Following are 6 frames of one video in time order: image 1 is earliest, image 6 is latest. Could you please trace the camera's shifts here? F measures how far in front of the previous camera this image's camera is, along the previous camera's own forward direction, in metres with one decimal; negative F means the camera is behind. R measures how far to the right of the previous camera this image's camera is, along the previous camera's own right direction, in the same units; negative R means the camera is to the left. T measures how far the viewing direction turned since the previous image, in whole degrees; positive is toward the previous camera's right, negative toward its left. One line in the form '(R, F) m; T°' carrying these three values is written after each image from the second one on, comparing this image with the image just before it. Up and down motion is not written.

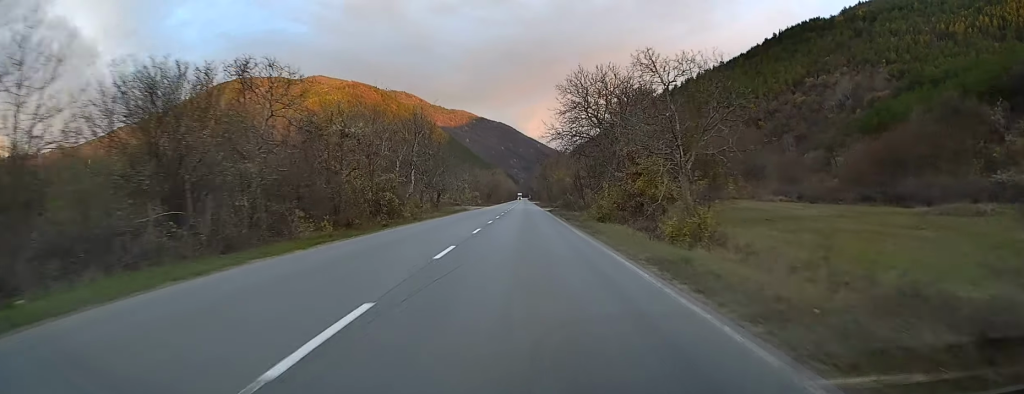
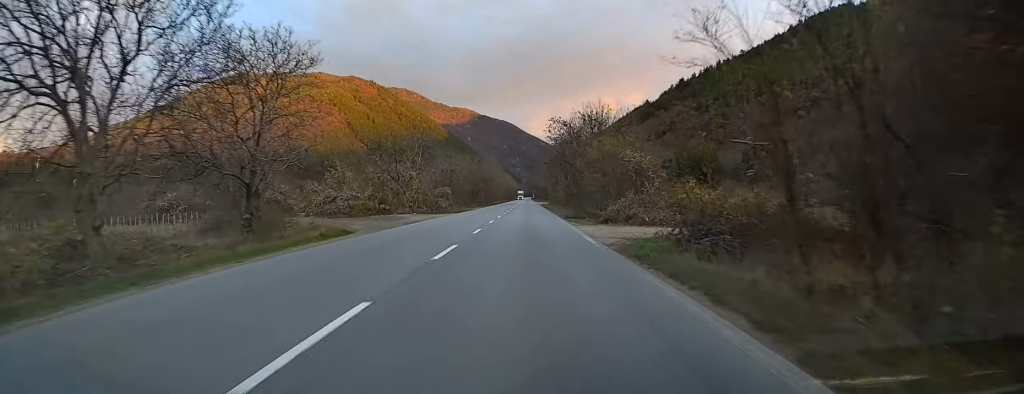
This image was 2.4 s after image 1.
(+0.6, +54.1) m; 0°
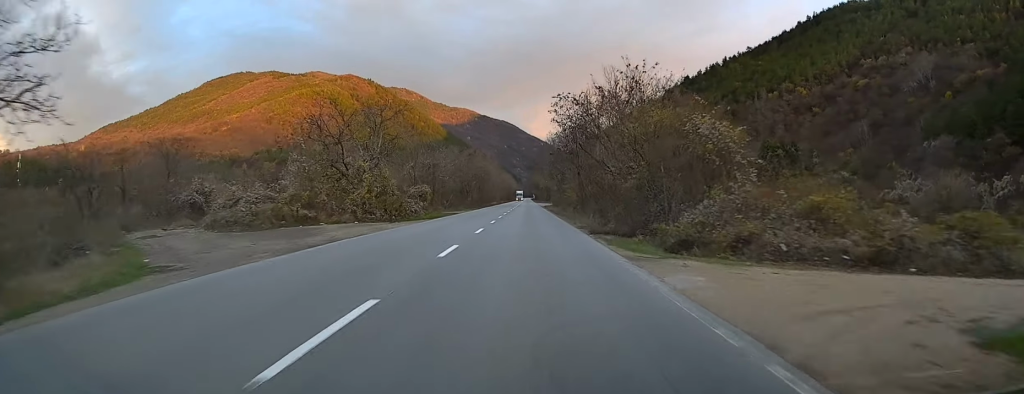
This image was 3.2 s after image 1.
(0.0, +17.3) m; 0°
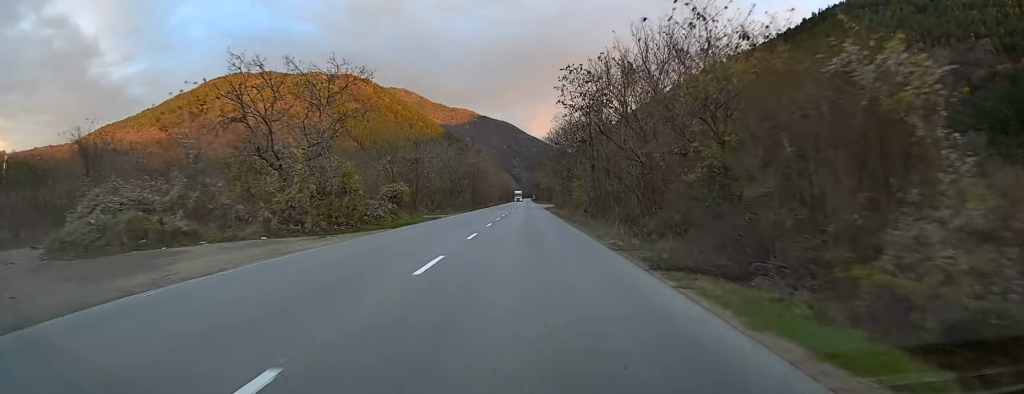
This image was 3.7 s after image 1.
(-0.1, +12.1) m; 0°
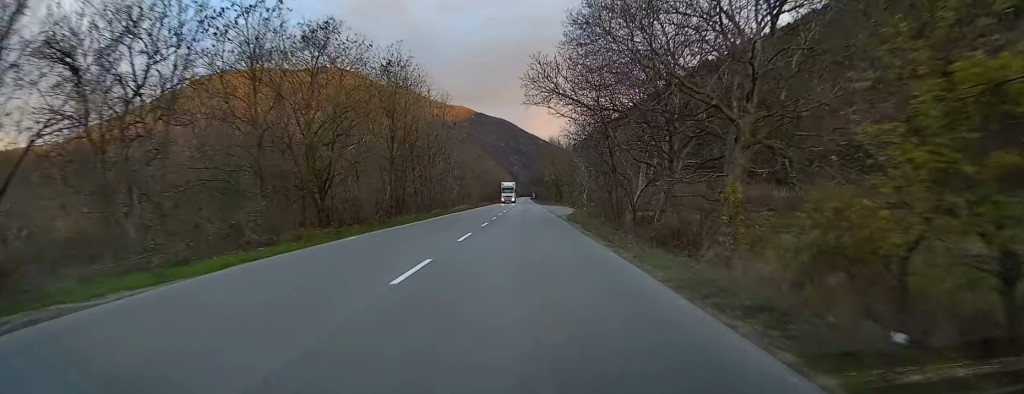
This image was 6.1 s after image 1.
(+0.3, +55.3) m; 0°
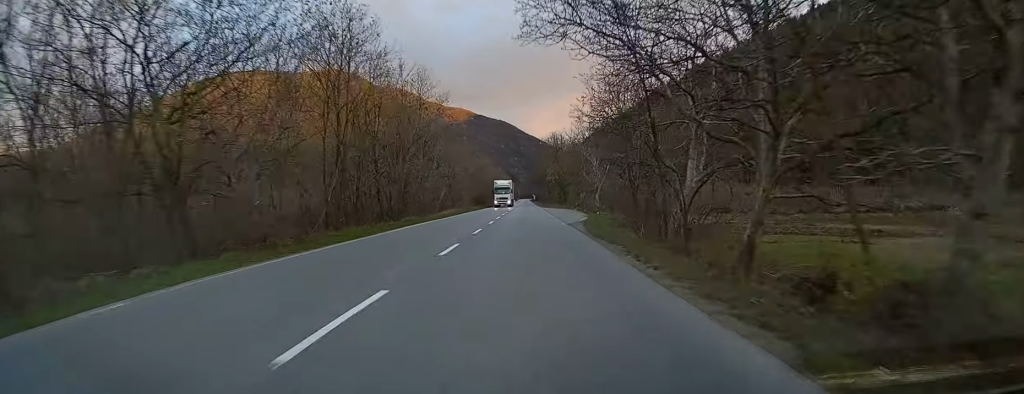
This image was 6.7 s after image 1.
(0.0, +13.0) m; 0°
